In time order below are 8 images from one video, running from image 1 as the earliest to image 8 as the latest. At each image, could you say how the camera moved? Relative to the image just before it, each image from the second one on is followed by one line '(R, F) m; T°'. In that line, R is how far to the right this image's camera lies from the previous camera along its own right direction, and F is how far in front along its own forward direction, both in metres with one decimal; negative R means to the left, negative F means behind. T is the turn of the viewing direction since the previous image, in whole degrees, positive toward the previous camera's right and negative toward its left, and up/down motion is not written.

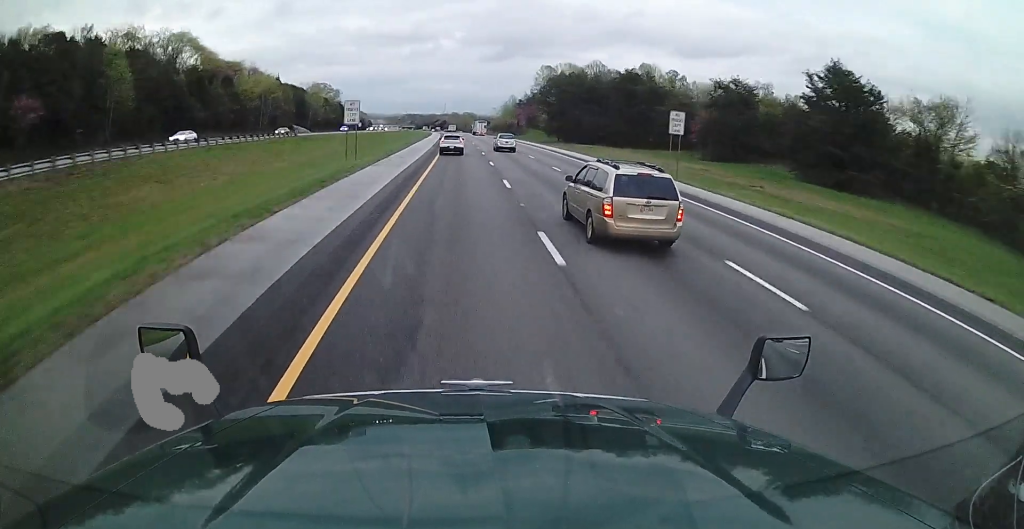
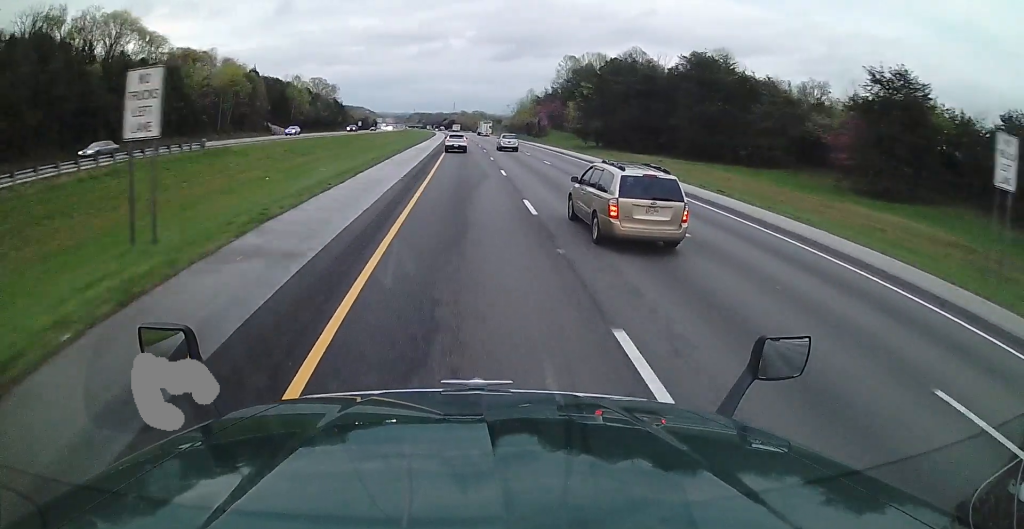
(+0.1, +30.9) m; 0°
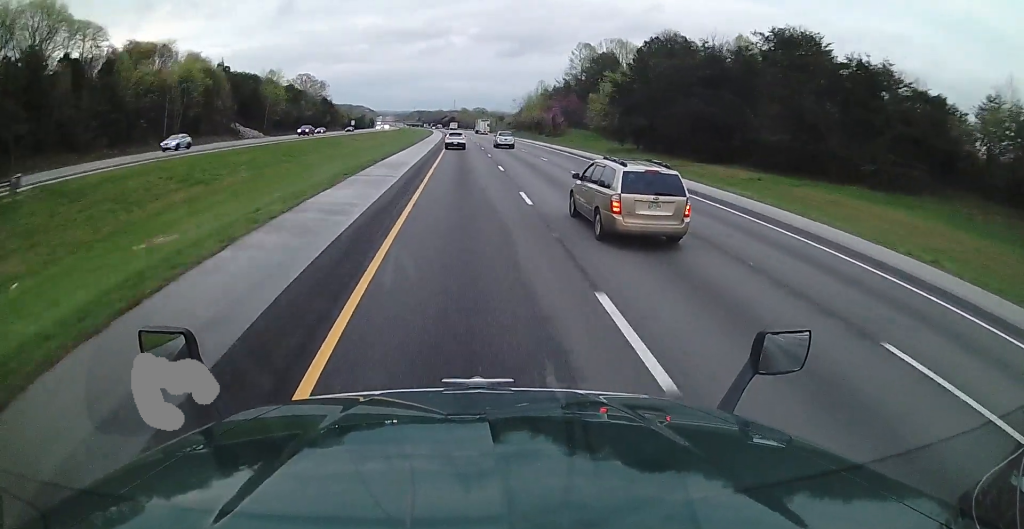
(+0.1, +23.1) m; -1°
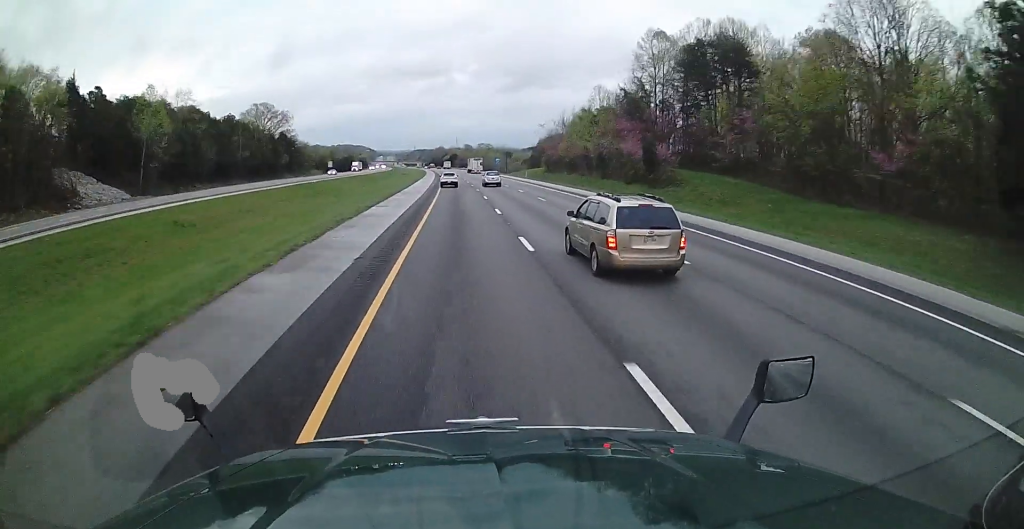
(0.0, +62.5) m; 0°
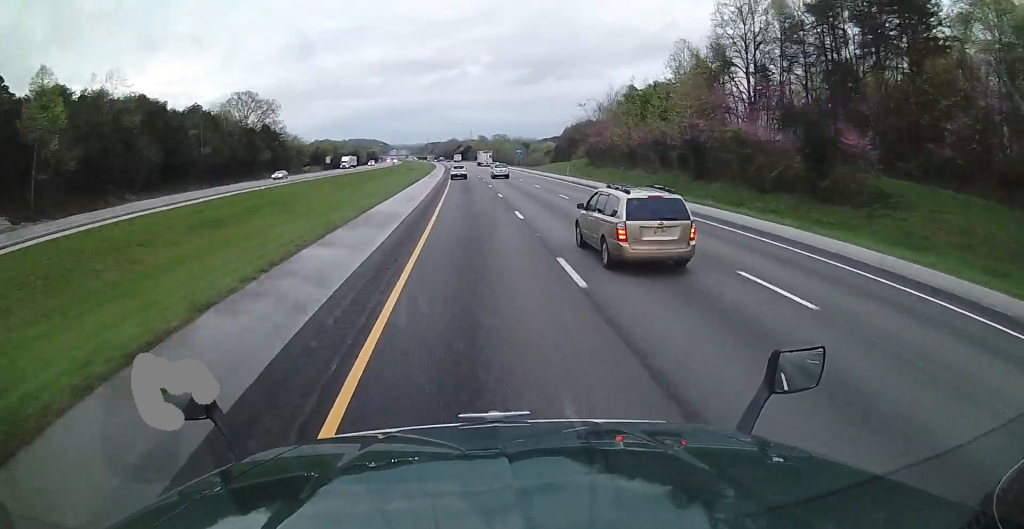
(-0.5, +29.6) m; 0°
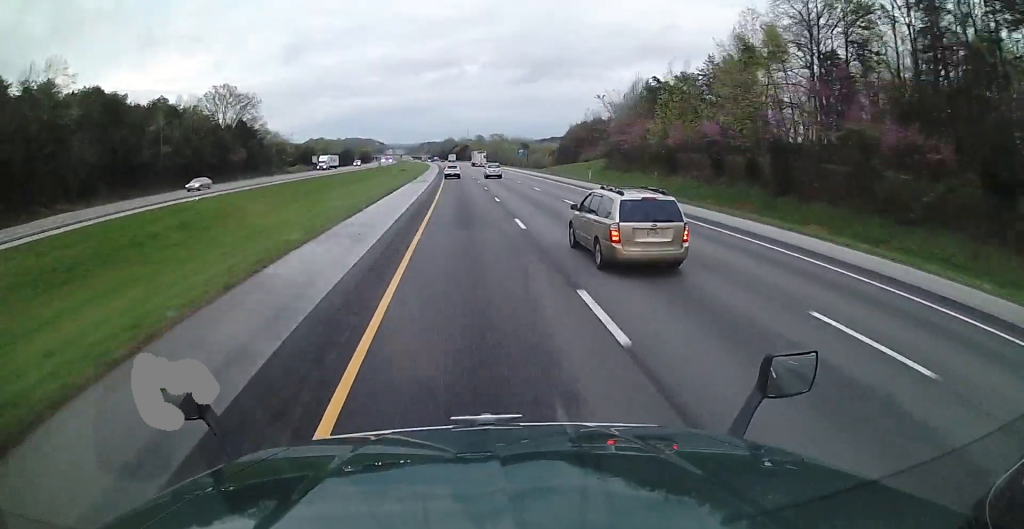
(+0.1, +15.3) m; 0°
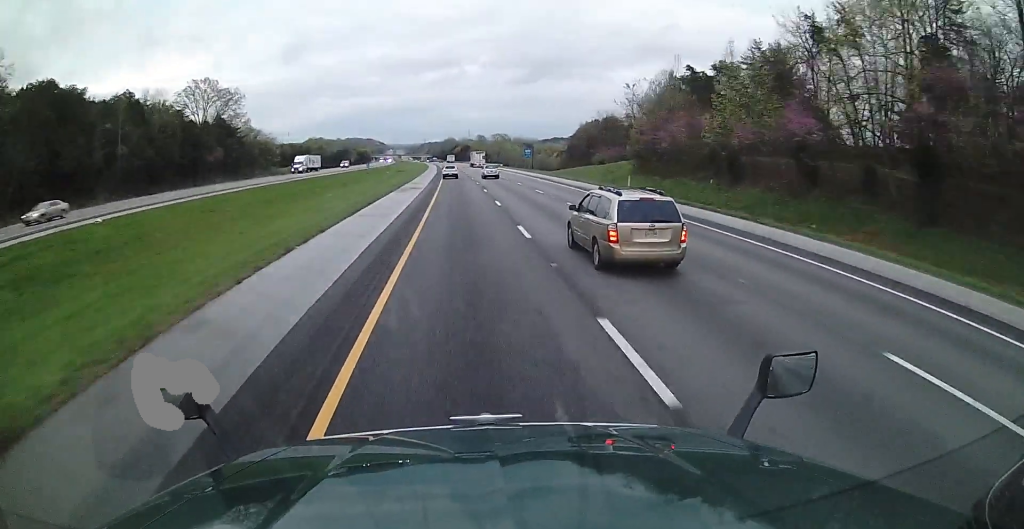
(+0.3, +14.2) m; 0°
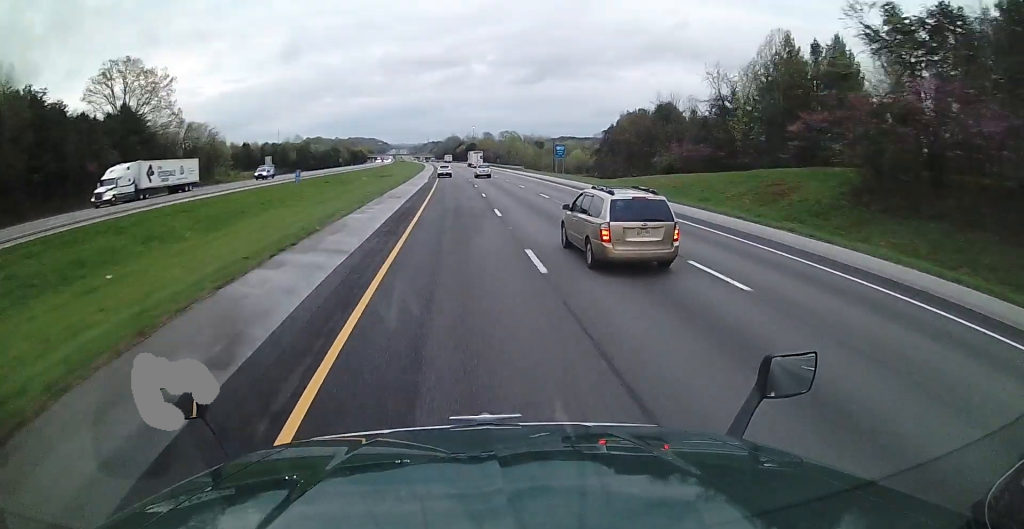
(-1.1, +41.6) m; -2°
